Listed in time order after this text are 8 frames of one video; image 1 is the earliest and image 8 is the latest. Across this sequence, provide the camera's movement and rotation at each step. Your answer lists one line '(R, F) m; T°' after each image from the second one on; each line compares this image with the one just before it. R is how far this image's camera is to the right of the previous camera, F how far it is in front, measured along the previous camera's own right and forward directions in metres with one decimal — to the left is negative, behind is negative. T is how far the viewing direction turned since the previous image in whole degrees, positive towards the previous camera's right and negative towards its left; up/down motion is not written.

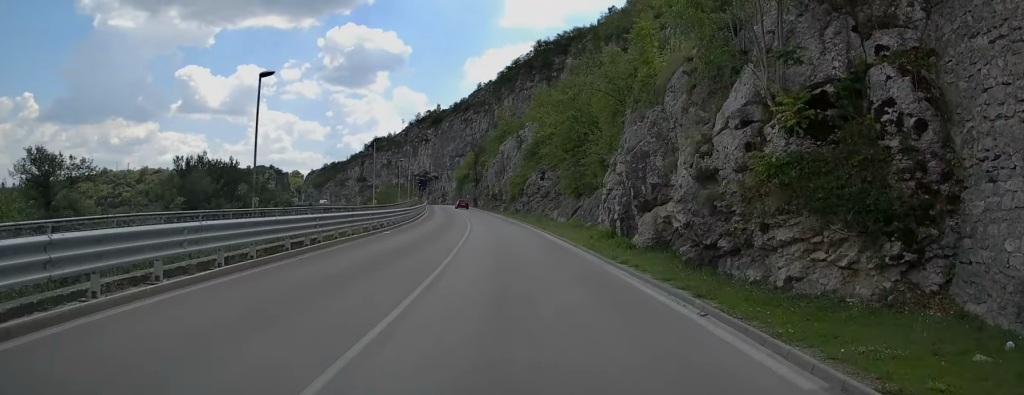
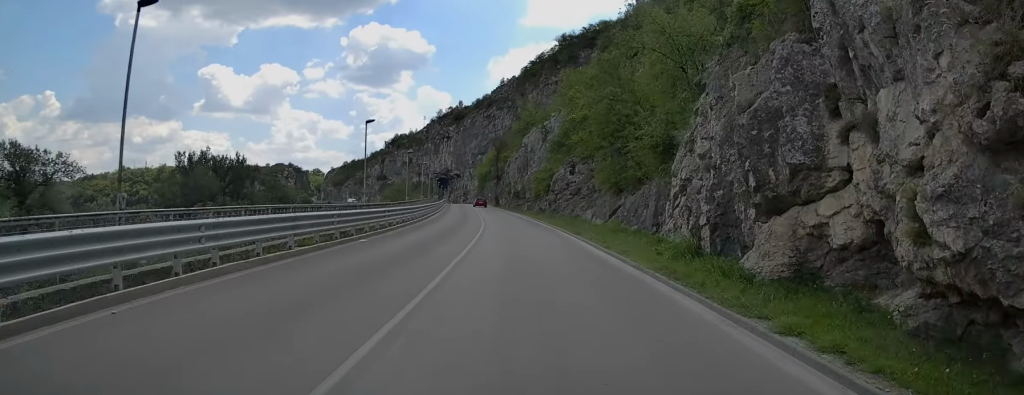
(-0.1, +7.6) m; -2°
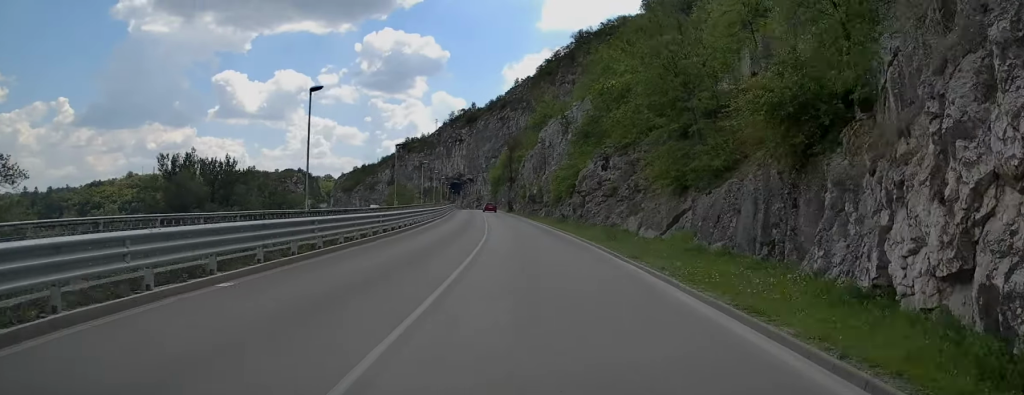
(-0.3, +10.3) m; -2°
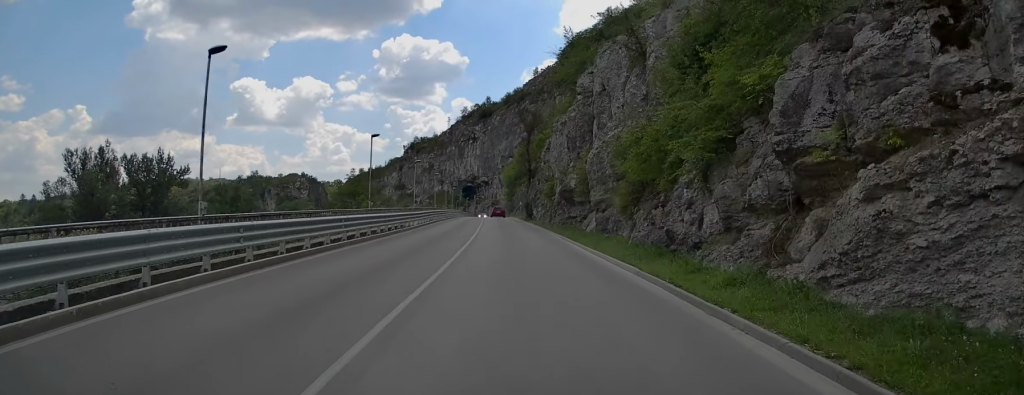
(-0.9, +27.6) m; -3°
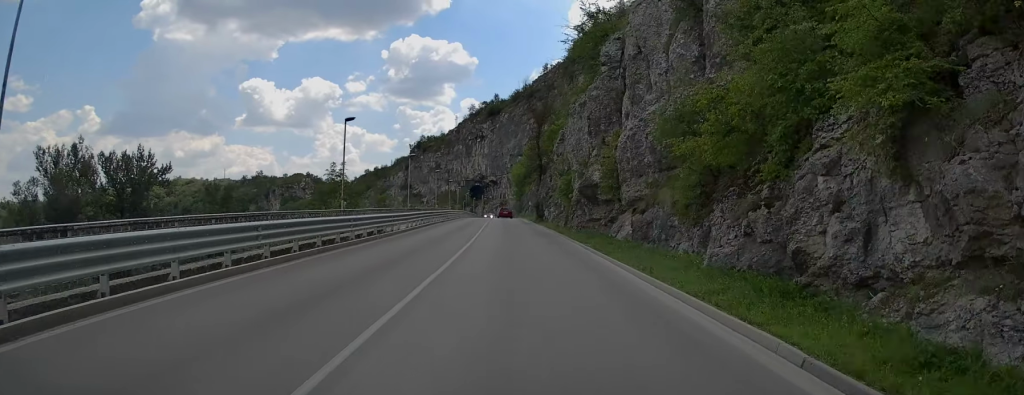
(0.0, +7.0) m; 0°
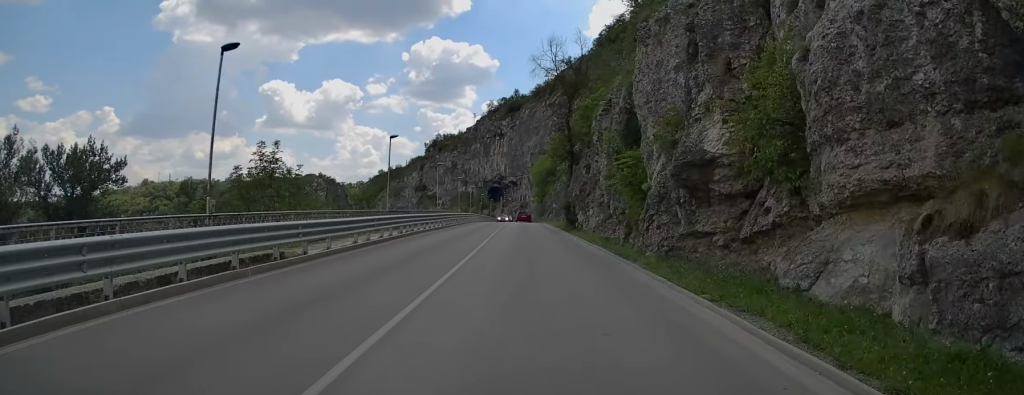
(0.0, +14.0) m; -1°
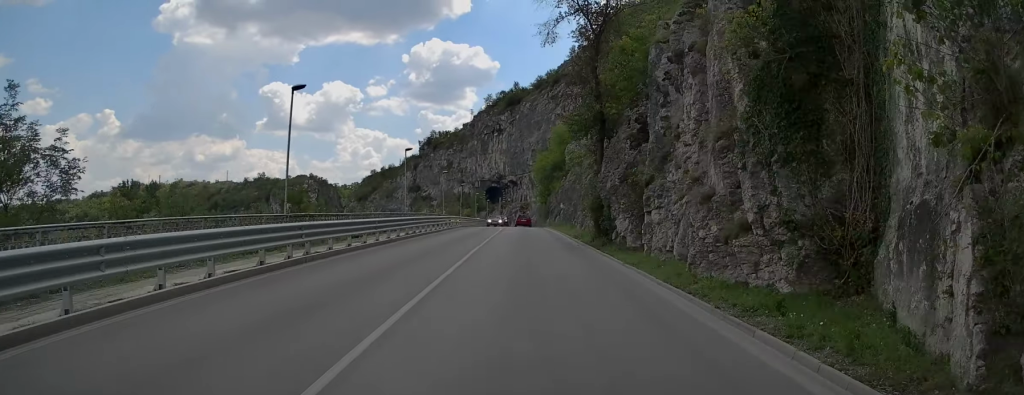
(-0.1, +15.3) m; -1°
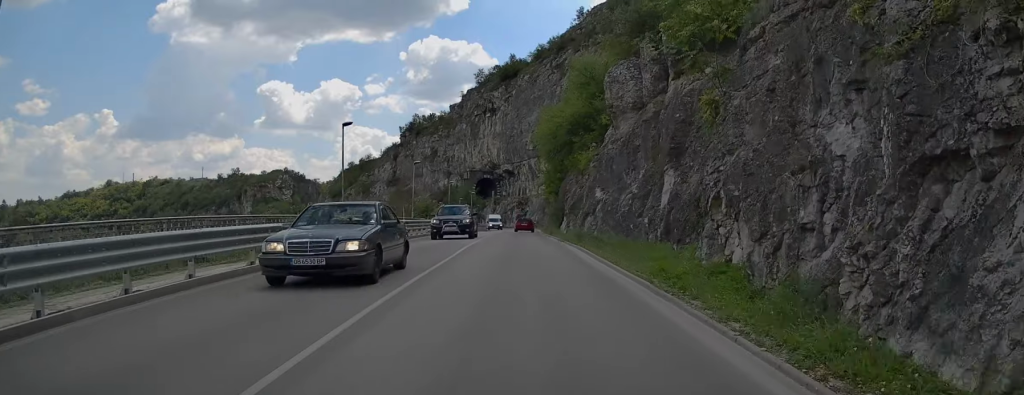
(+0.4, +33.6) m; +1°
